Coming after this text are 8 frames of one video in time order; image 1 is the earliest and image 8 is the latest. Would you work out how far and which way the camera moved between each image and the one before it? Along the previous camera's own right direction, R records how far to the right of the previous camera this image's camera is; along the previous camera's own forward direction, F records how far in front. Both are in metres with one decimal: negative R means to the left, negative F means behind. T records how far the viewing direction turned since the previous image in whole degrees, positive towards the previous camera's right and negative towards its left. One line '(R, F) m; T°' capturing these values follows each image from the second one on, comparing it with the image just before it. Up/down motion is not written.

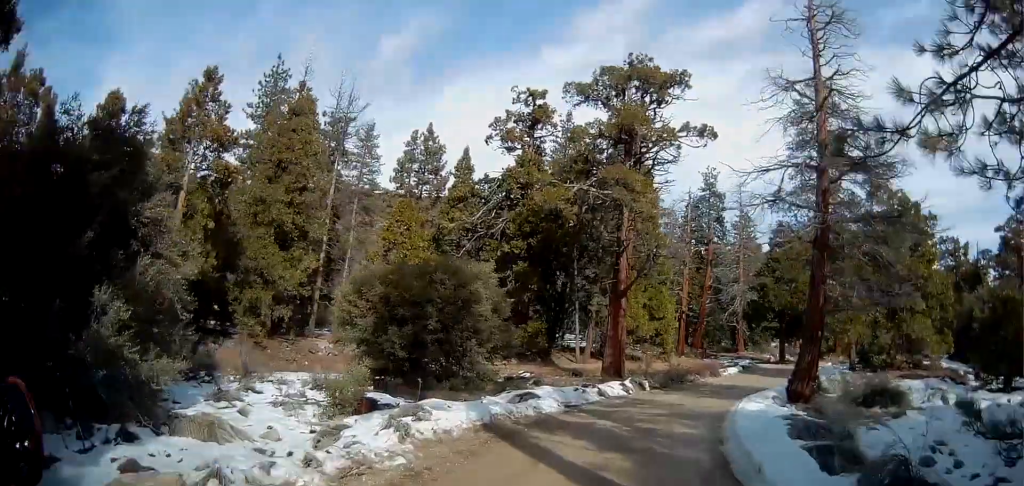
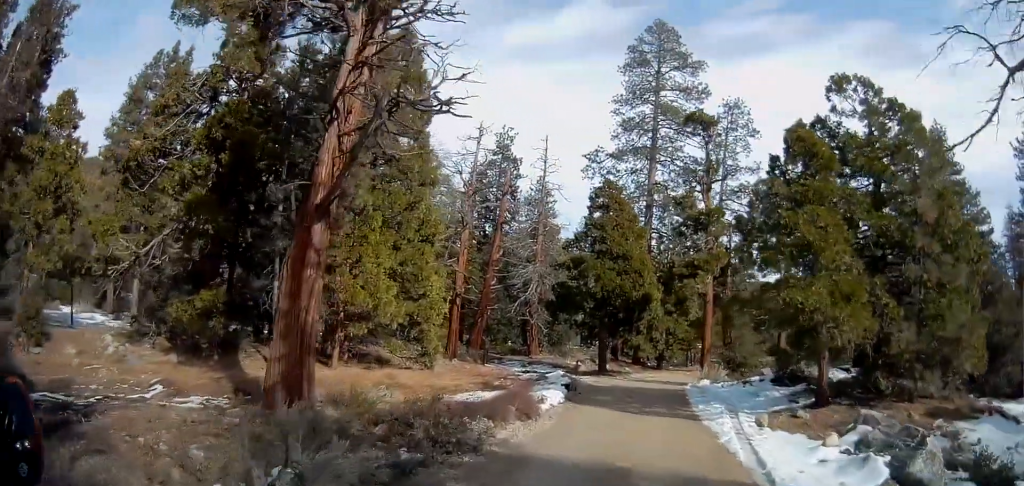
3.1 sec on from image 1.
(+3.5, +17.4) m; +23°
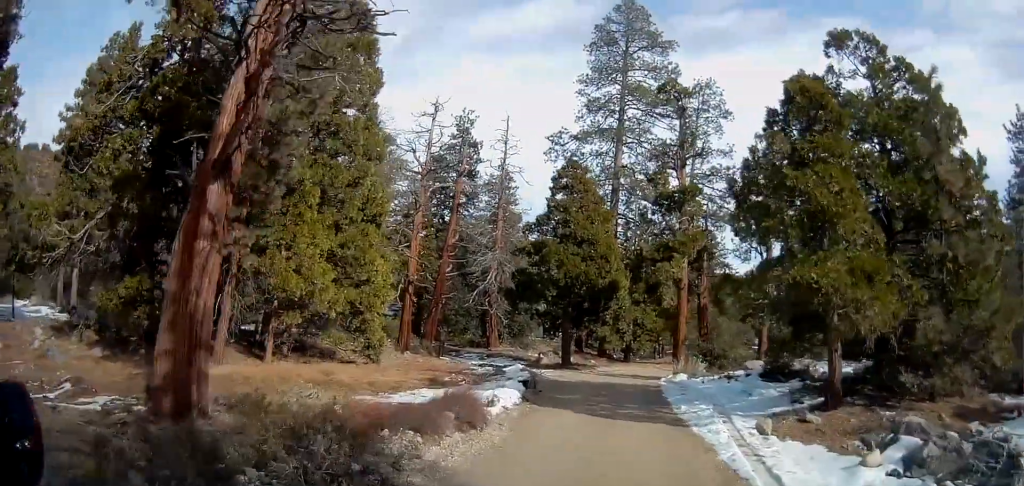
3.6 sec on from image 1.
(0.0, +2.9) m; +2°
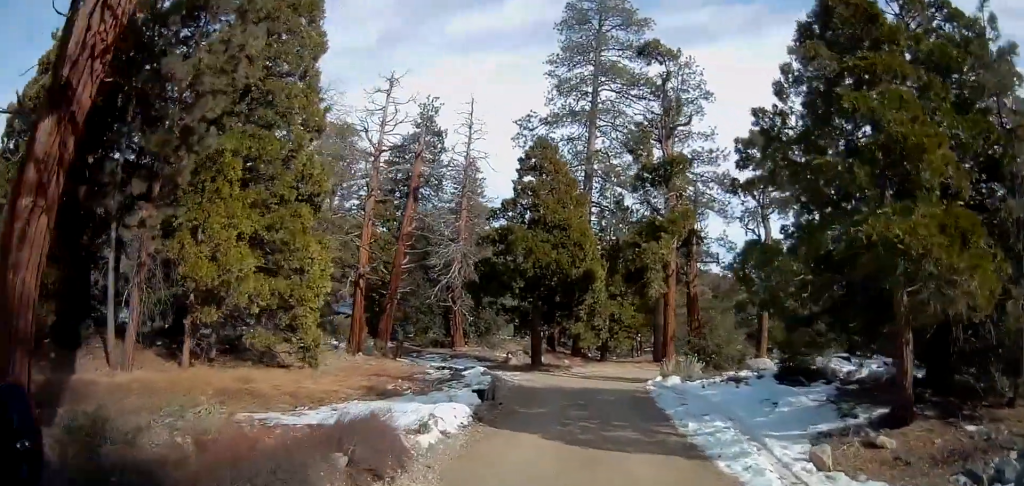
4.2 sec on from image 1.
(+0.2, +4.1) m; +4°
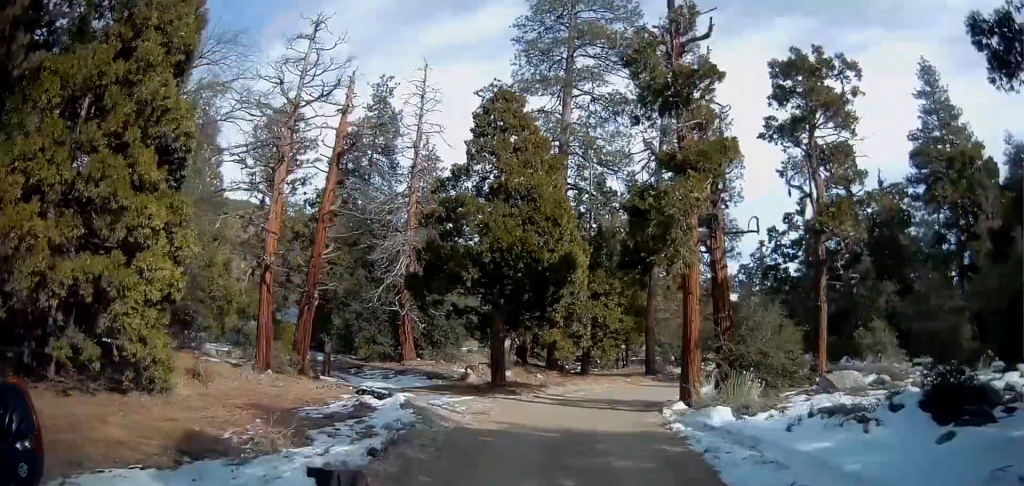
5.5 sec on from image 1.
(+0.5, +8.8) m; +5°
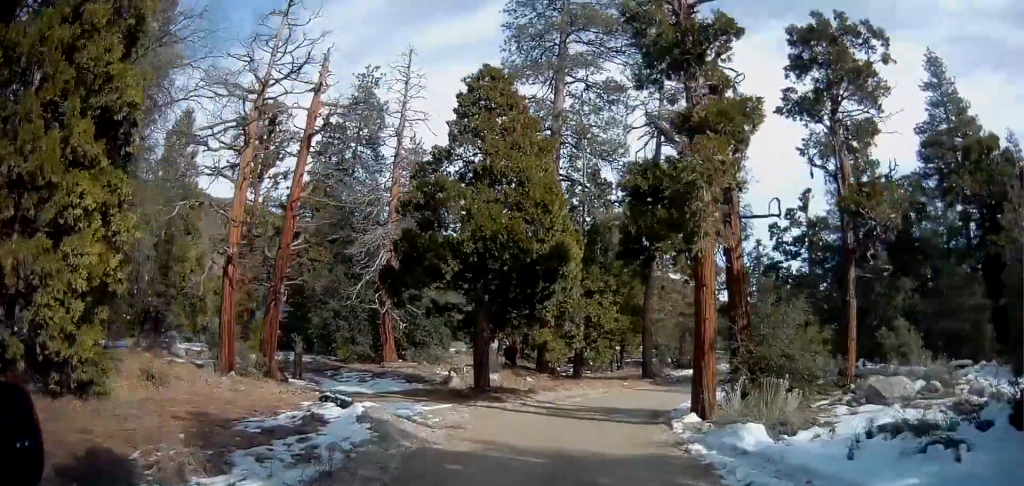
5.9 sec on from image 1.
(0.0, +2.6) m; 0°
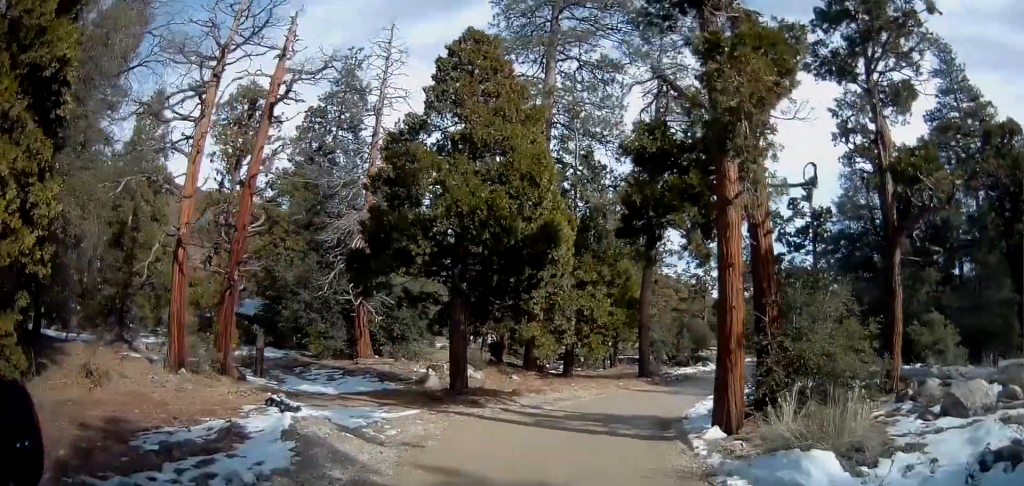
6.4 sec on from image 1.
(0.0, +3.0) m; 0°
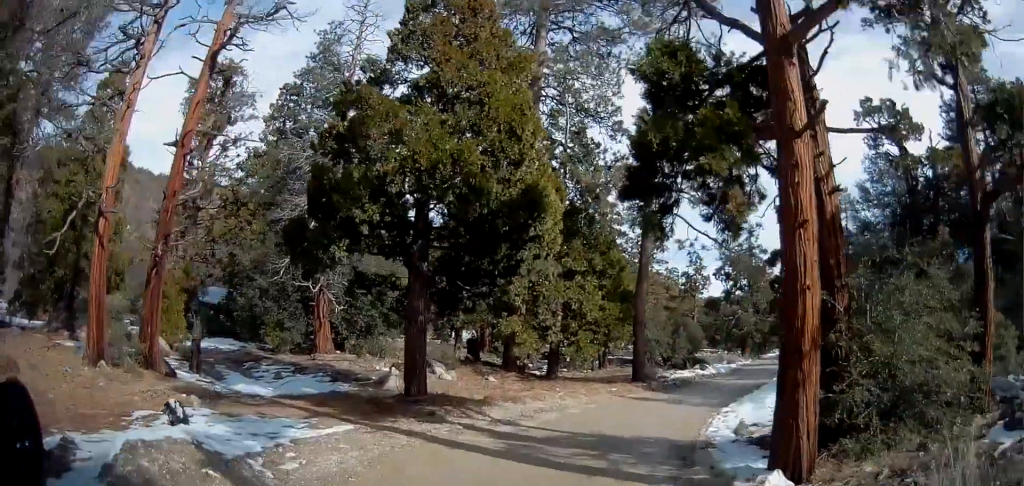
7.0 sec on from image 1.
(0.0, +4.0) m; +1°
